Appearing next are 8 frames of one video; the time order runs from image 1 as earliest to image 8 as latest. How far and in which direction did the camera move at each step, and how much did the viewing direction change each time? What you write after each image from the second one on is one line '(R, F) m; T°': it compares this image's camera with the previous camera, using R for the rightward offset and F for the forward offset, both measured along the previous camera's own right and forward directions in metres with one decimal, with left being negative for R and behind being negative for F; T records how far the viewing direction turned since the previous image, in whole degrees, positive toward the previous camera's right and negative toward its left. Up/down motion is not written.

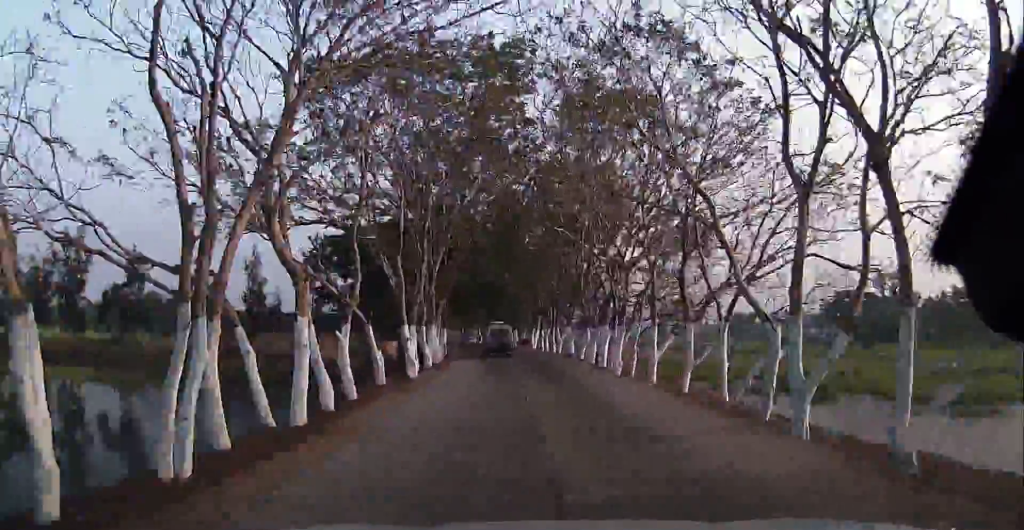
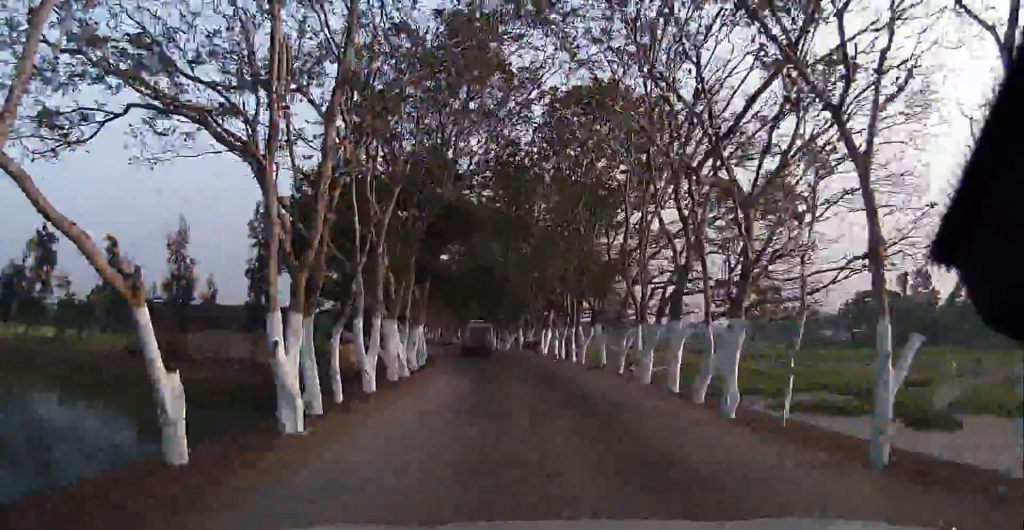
(+1.3, +13.2) m; +5°
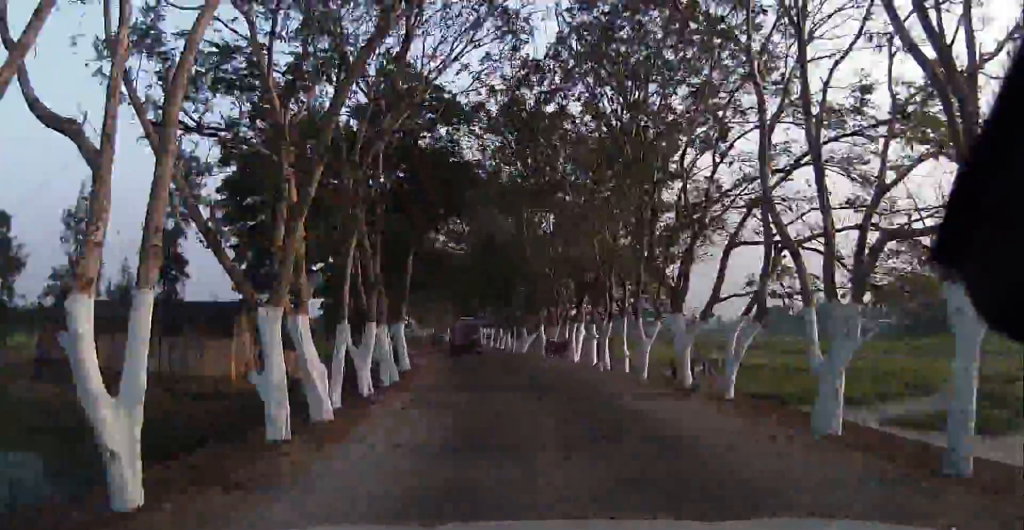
(0.0, +11.8) m; -1°
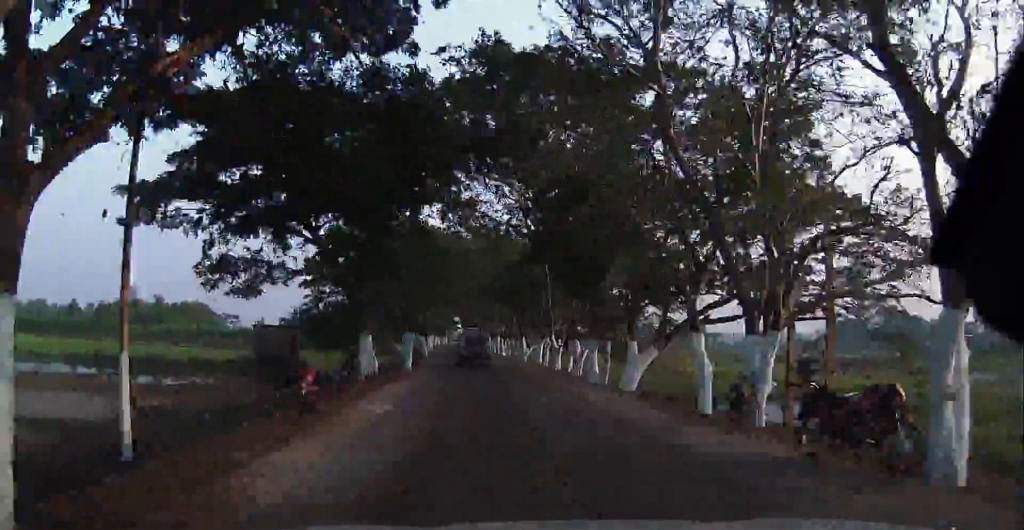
(-0.6, +25.0) m; -5°
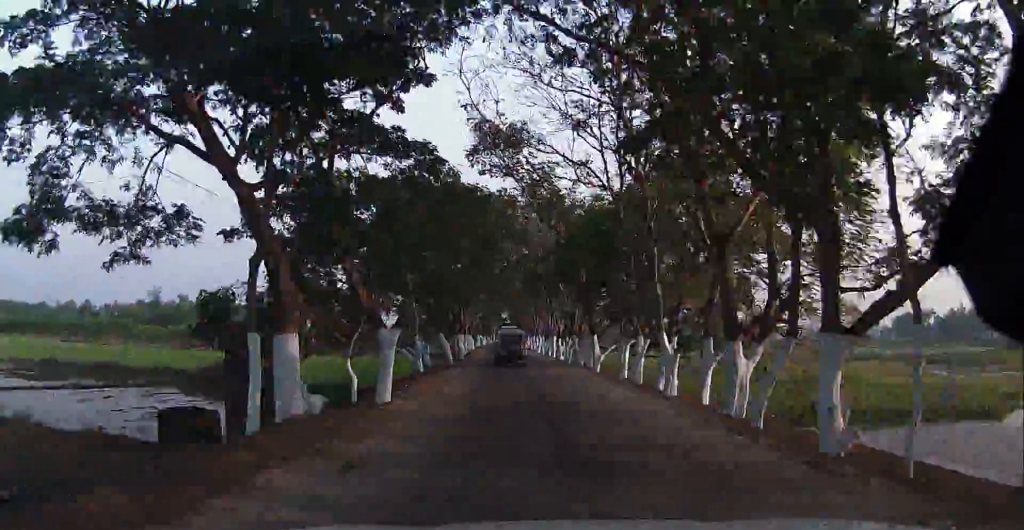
(-0.7, +17.1) m; -3°
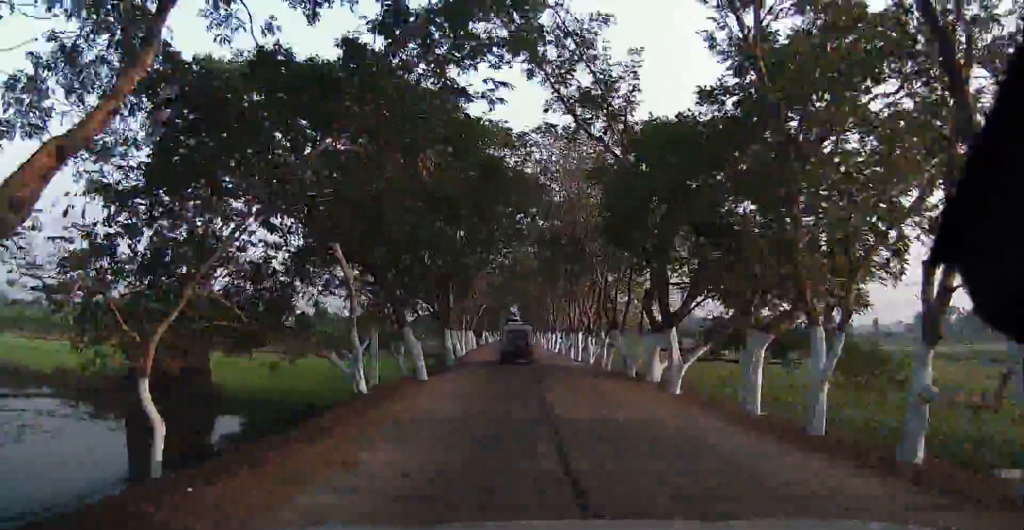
(-0.3, +15.3) m; 0°
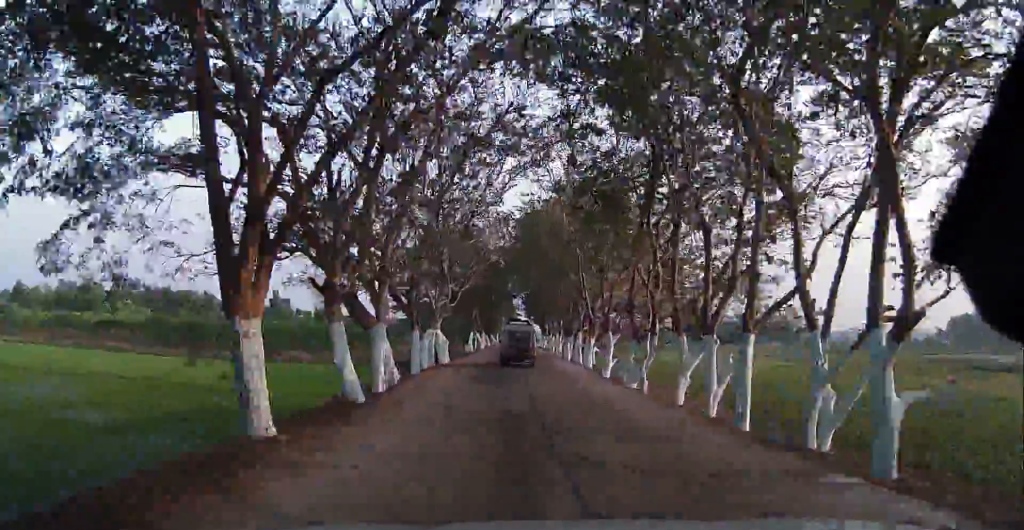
(+0.8, +31.8) m; +6°
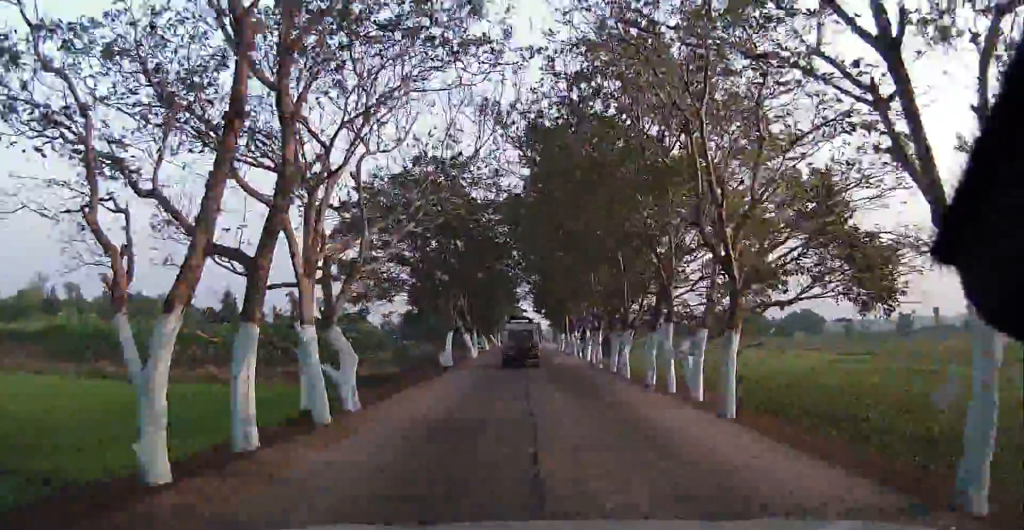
(+2.0, +23.4) m; -6°
